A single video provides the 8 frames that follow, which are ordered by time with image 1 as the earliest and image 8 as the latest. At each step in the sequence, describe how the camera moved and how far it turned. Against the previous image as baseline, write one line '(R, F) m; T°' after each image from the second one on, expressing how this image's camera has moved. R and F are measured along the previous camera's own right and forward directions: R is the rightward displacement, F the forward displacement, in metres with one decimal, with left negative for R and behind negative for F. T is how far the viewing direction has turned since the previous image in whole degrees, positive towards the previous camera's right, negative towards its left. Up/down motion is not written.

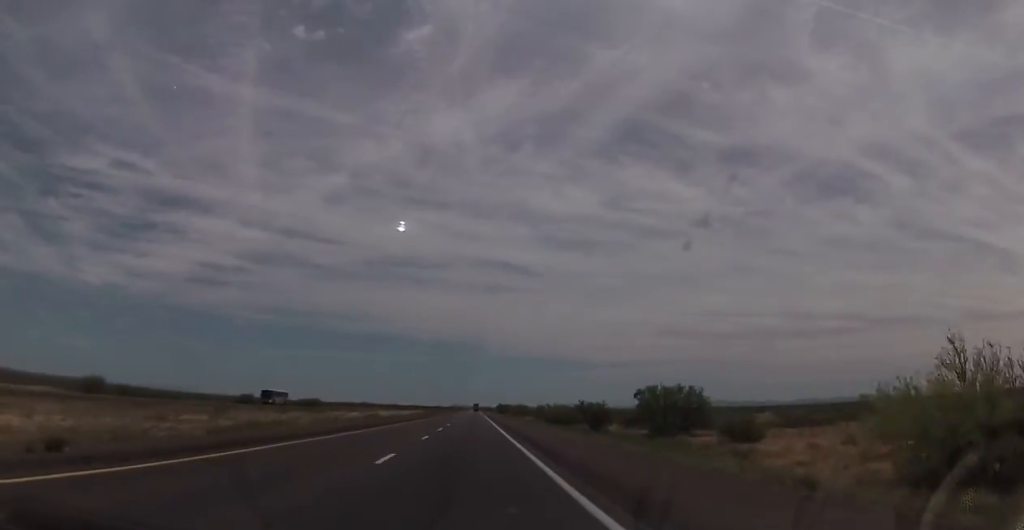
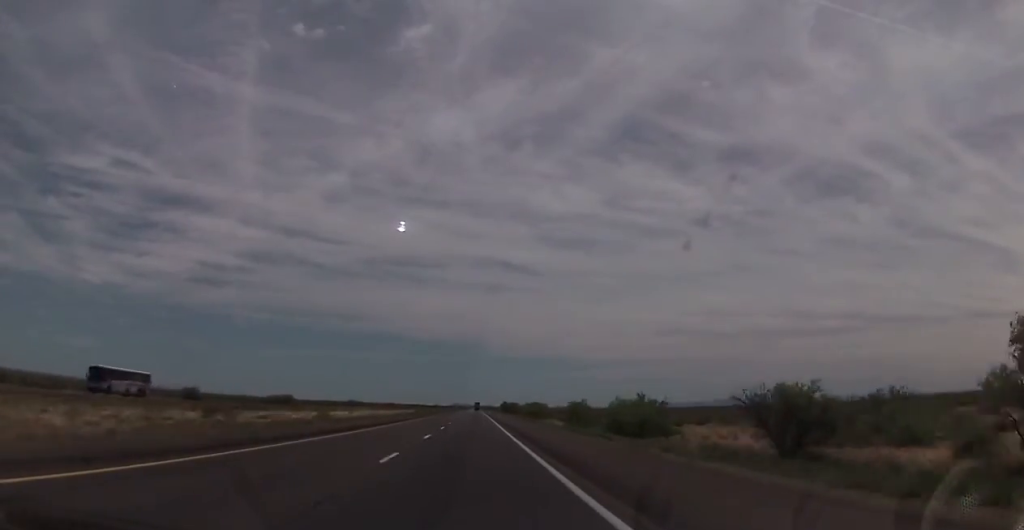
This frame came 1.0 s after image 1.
(-0.2, +40.1) m; 0°
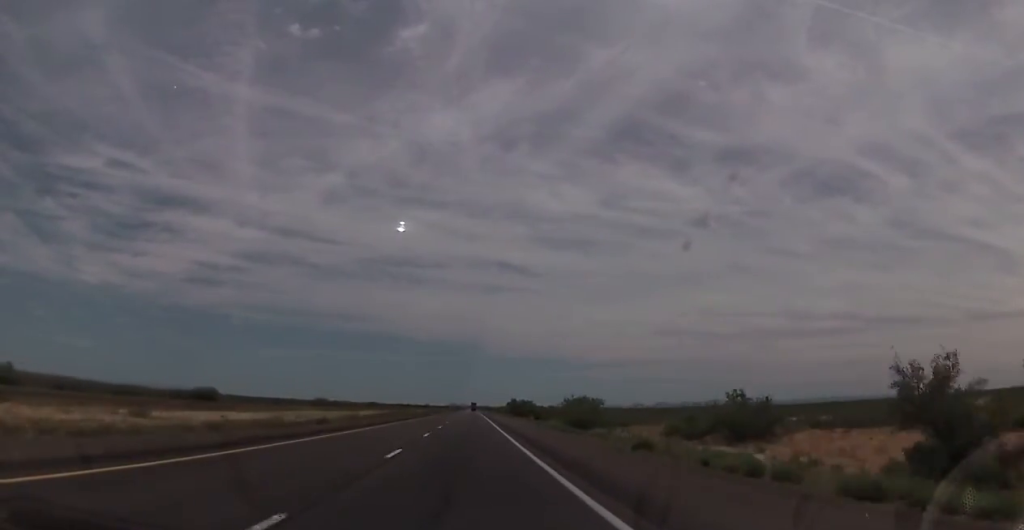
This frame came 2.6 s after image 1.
(-0.1, +64.3) m; 0°
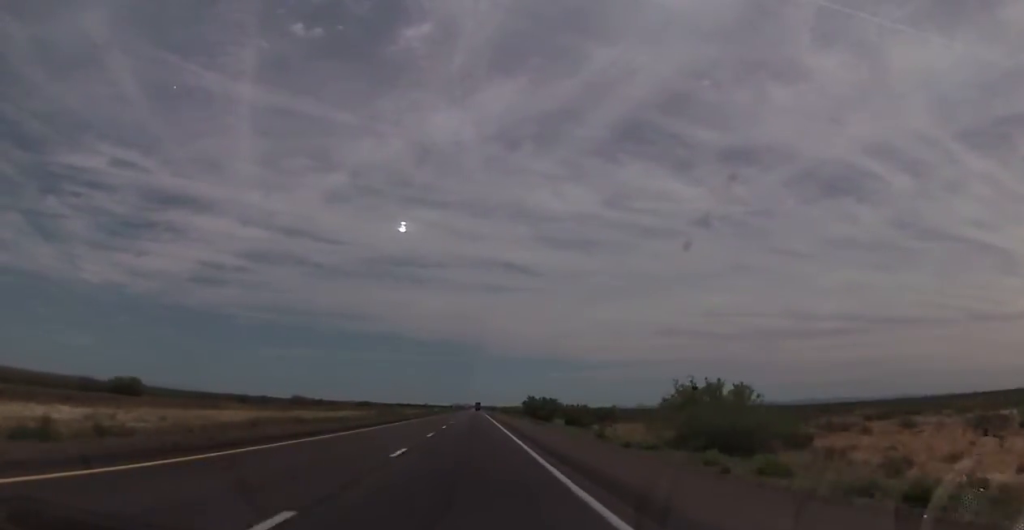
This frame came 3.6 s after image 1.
(0.0, +37.3) m; 0°
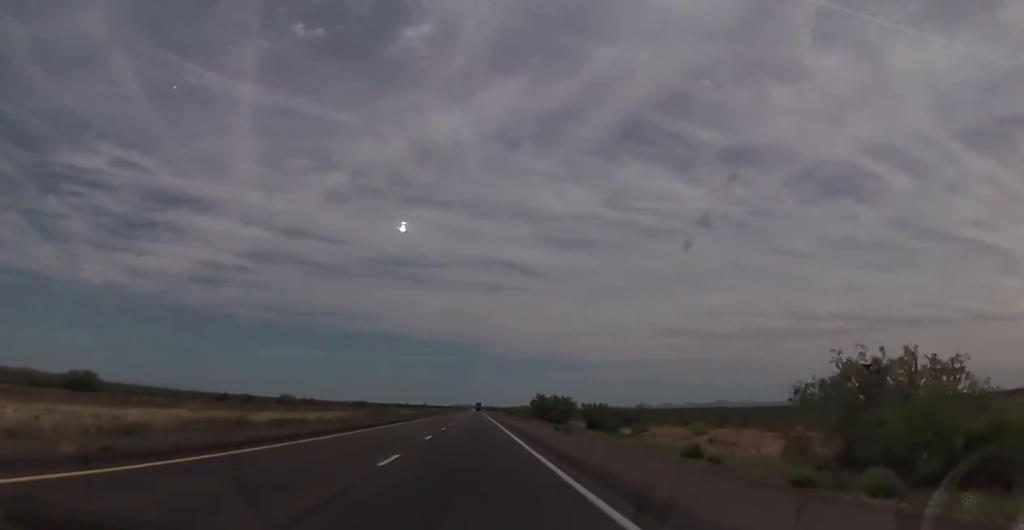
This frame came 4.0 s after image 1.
(0.0, +14.9) m; 0°
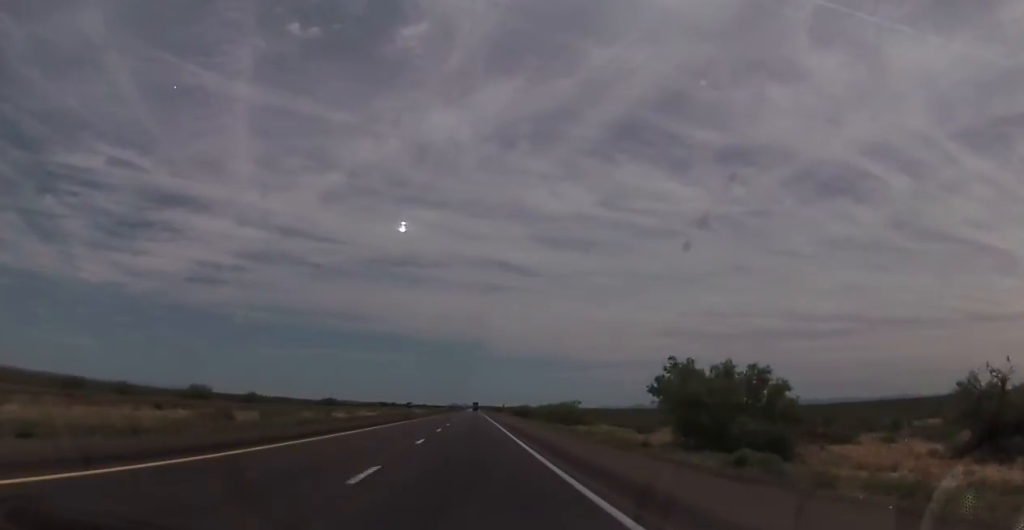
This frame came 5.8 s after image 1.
(+0.1, +63.6) m; 0°
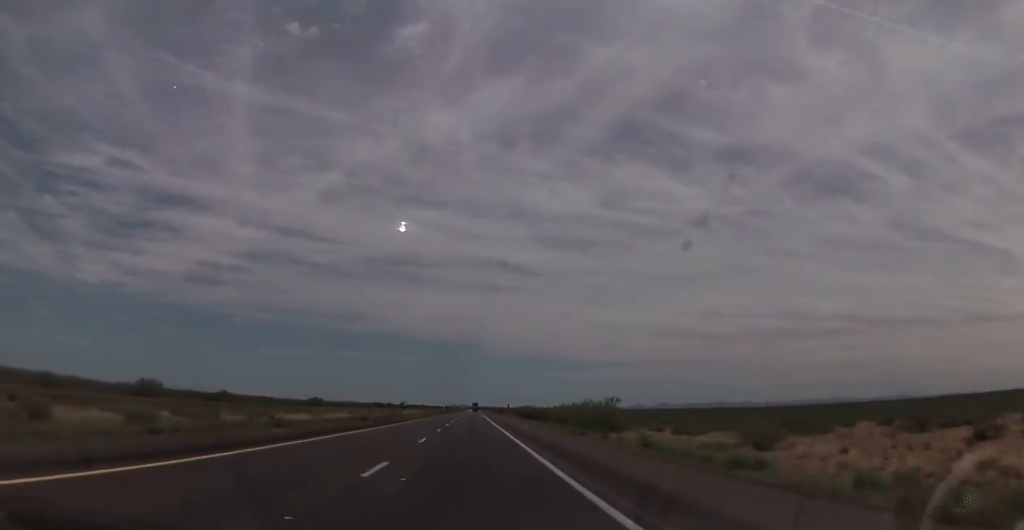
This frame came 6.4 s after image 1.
(0.0, +22.5) m; 0°
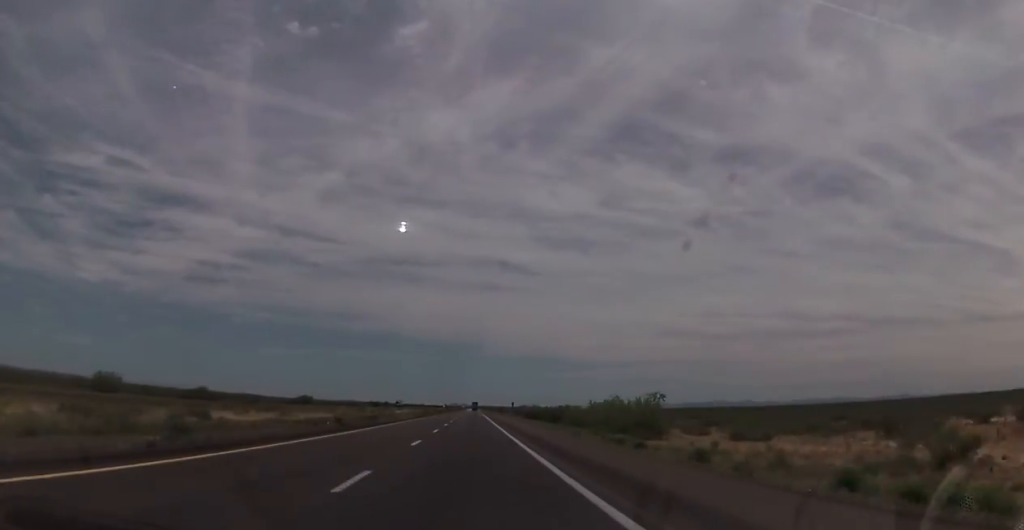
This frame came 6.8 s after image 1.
(-0.1, +13.7) m; 0°
